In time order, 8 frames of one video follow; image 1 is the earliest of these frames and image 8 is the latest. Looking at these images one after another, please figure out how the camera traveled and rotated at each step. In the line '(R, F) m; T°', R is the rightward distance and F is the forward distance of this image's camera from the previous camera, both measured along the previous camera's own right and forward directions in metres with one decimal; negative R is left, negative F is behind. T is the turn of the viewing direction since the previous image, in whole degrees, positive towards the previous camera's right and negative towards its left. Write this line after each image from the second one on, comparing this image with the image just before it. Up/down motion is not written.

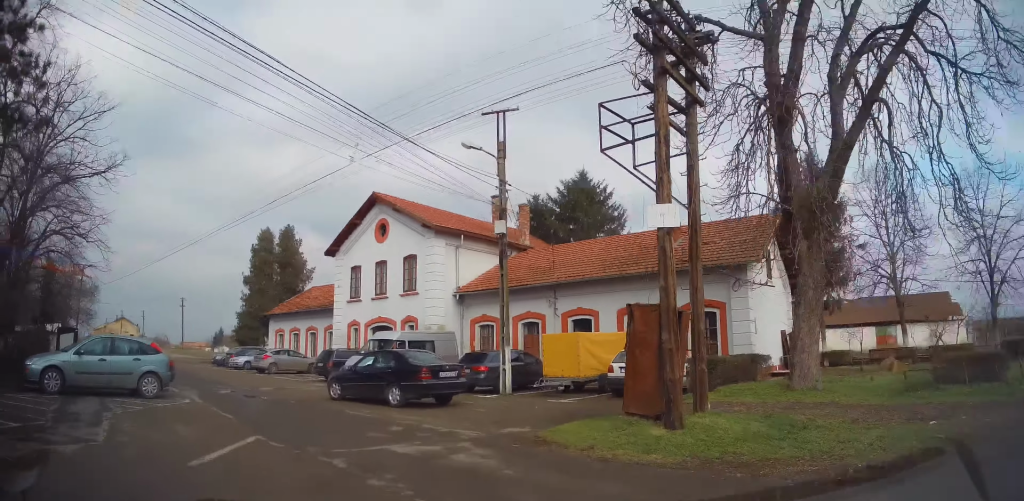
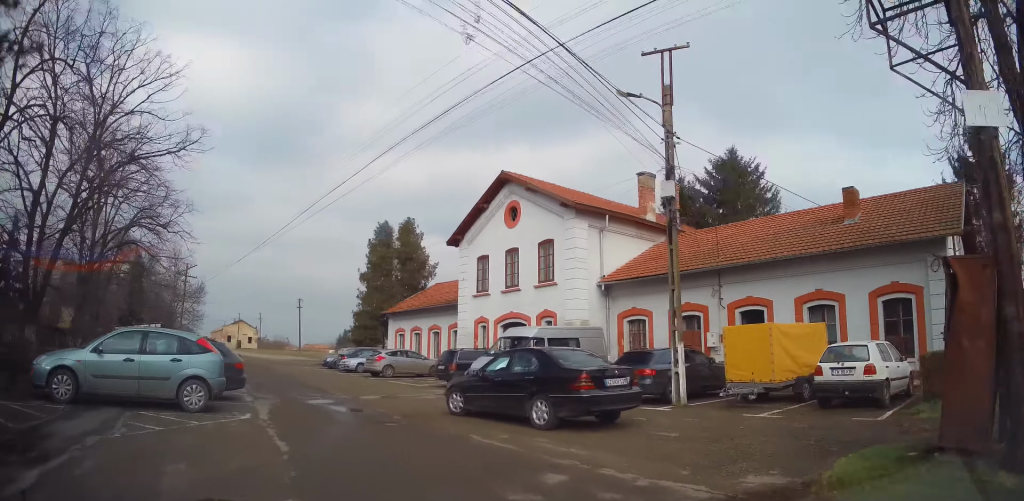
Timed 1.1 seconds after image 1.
(-0.7, +3.9) m; -15°
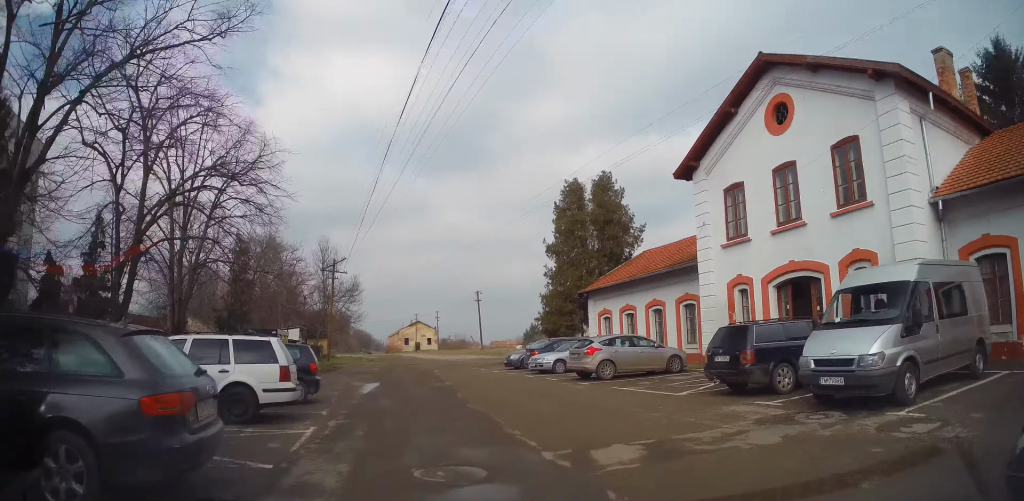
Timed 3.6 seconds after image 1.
(-1.0, +9.1) m; -16°
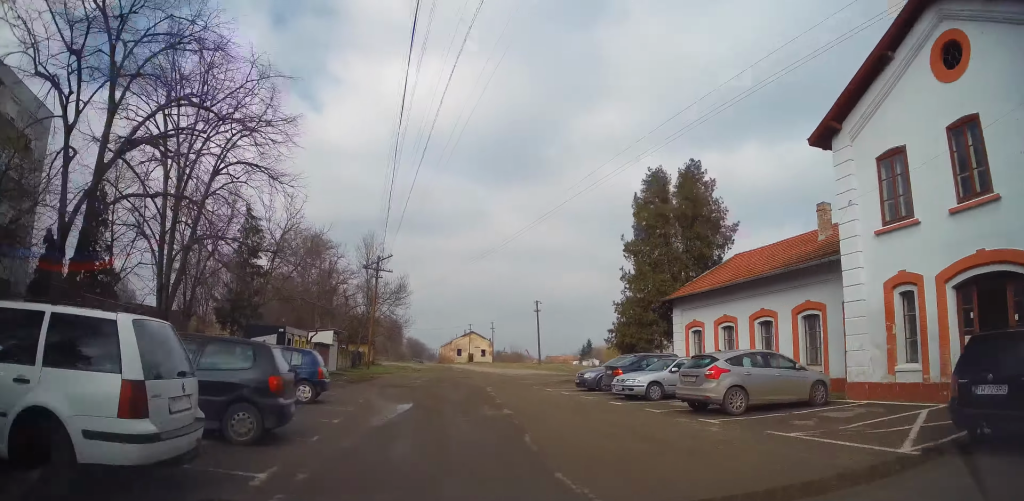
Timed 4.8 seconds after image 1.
(-0.4, +5.0) m; -9°
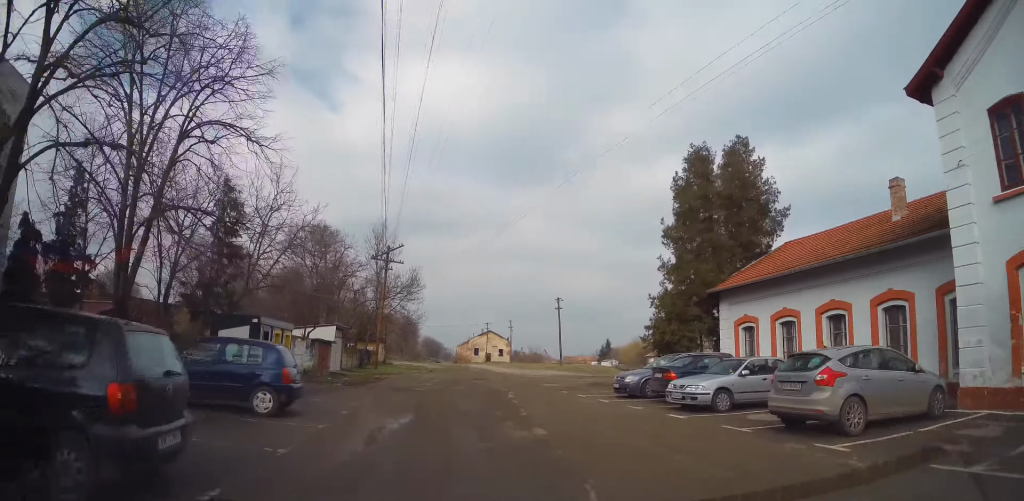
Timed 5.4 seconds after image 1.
(-0.1, +3.3) m; -3°
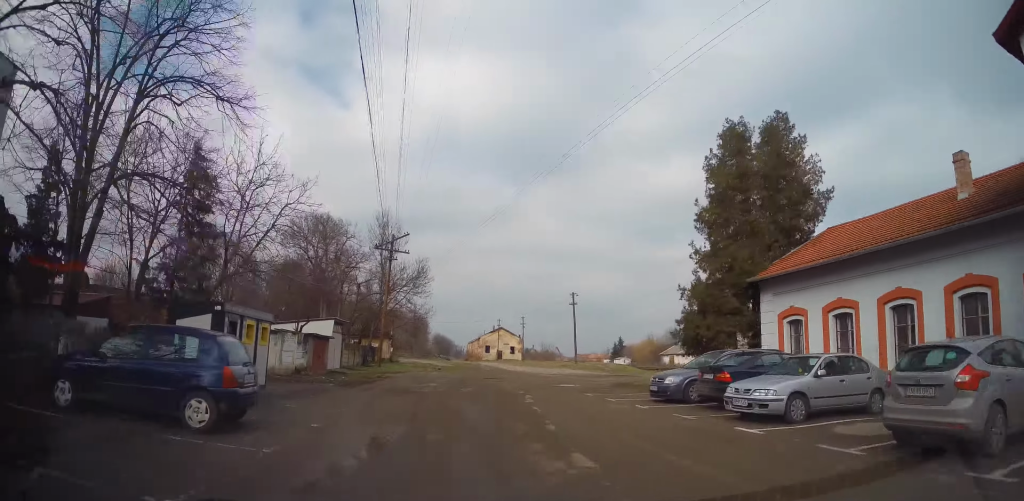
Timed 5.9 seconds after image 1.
(-0.1, +2.6) m; -2°
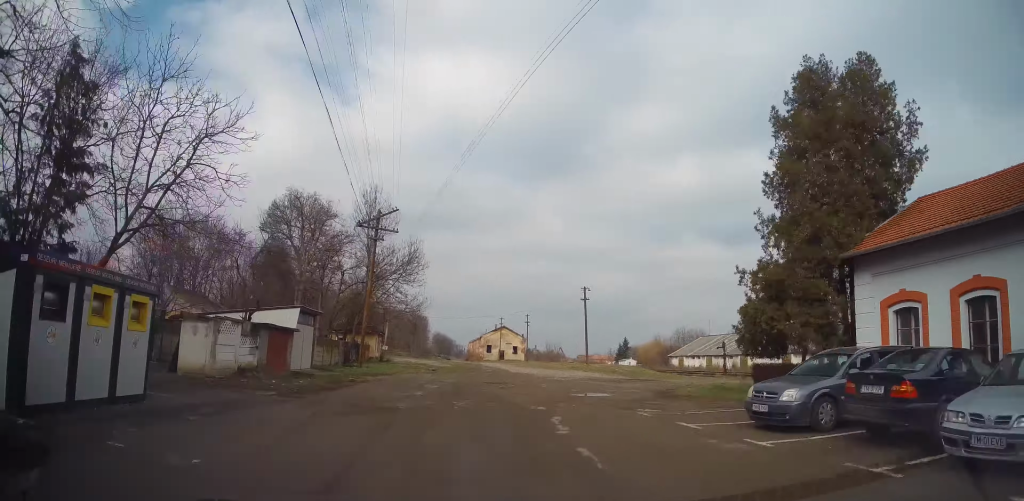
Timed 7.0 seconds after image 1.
(0.0, +5.9) m; 0°
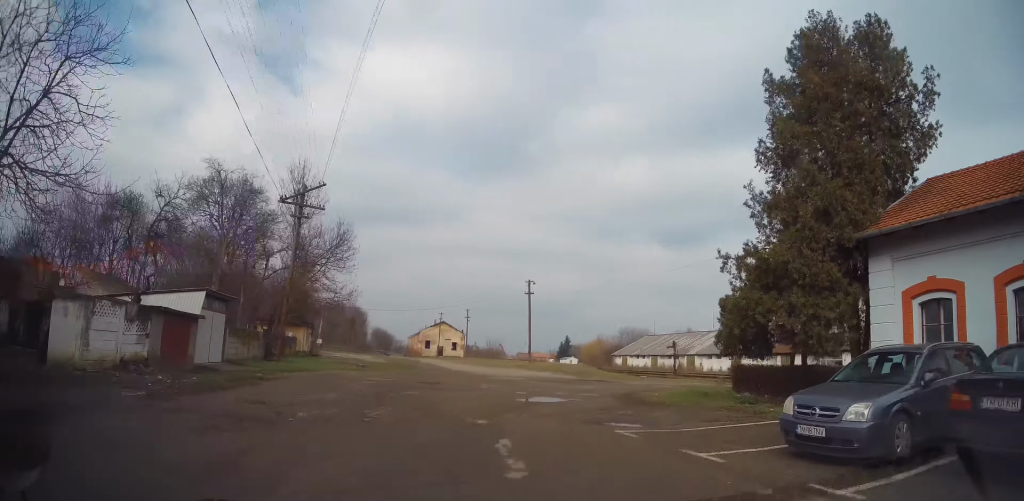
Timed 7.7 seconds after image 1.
(0.0, +3.5) m; +6°
